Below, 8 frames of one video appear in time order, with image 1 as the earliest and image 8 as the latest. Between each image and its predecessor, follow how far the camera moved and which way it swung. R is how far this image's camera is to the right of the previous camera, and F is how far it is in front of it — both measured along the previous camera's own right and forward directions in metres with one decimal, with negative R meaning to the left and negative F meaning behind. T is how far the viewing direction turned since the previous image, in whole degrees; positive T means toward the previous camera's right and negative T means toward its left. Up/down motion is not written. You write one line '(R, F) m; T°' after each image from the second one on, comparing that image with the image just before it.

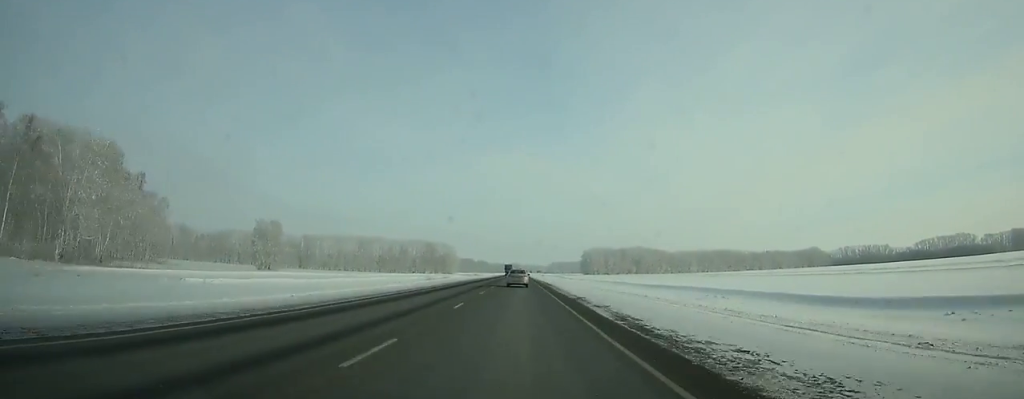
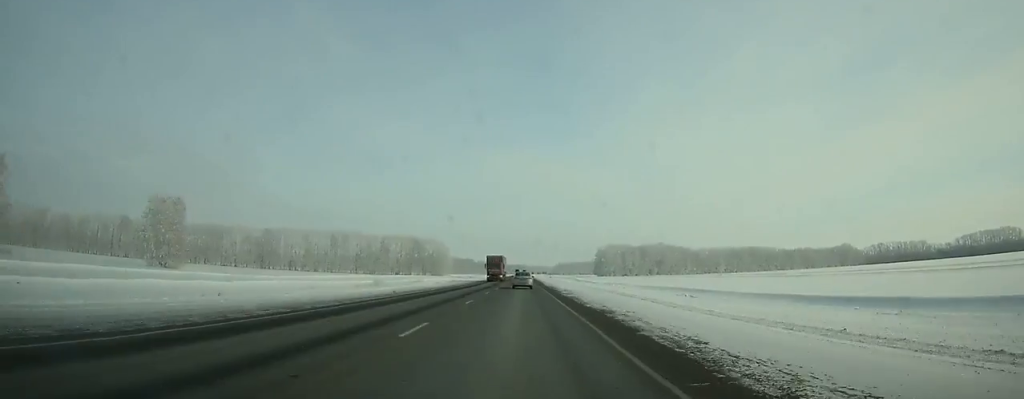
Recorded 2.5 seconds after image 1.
(-0.1, +72.4) m; 0°
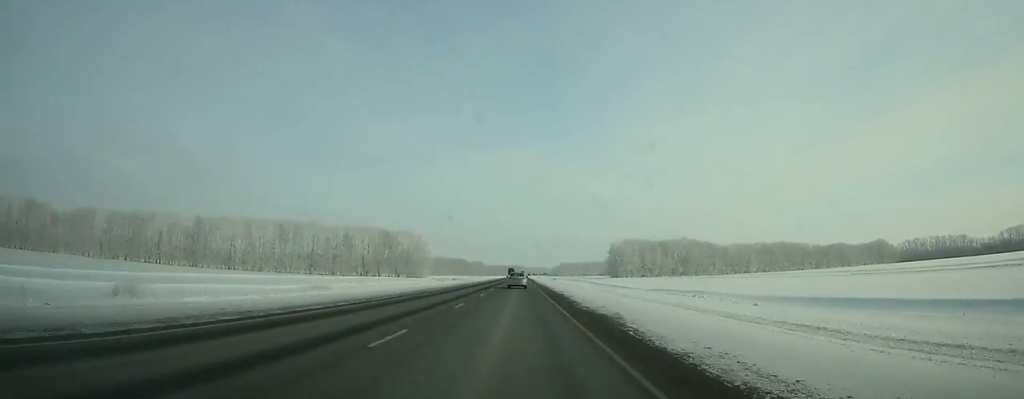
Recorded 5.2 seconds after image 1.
(0.0, +76.0) m; 0°
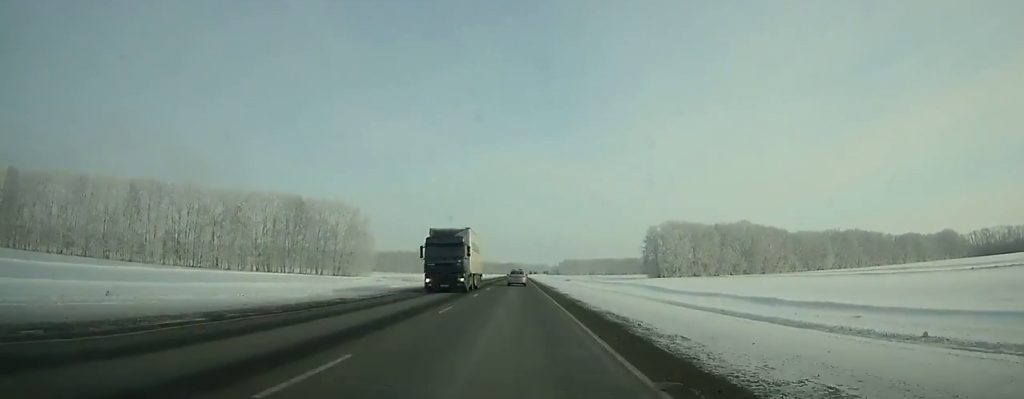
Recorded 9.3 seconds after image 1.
(-0.2, +112.0) m; 0°
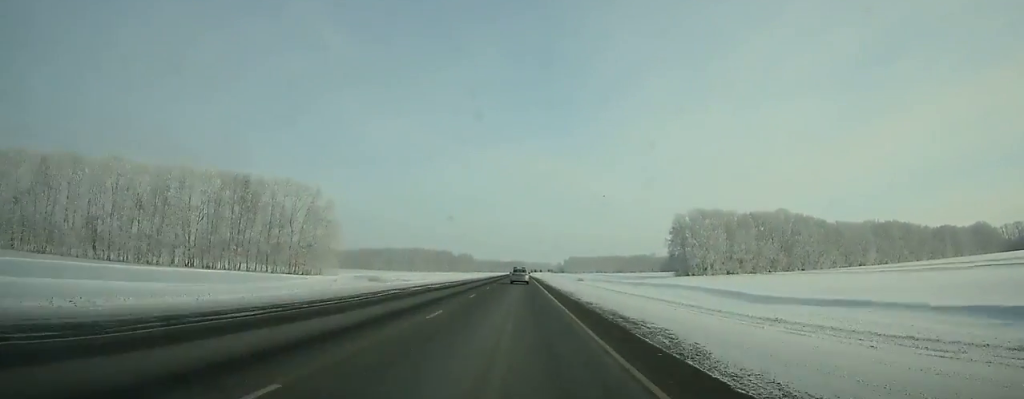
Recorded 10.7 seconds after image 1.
(-0.1, +37.7) m; 0°
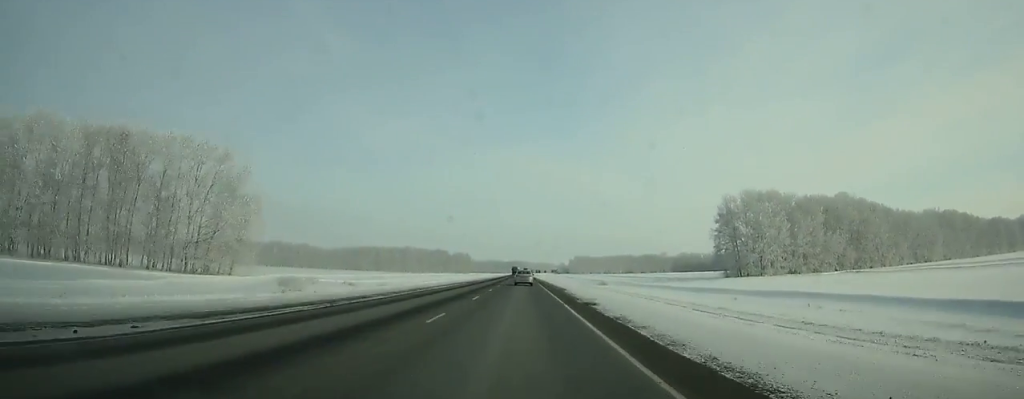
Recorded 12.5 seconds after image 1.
(+0.1, +47.9) m; 0°
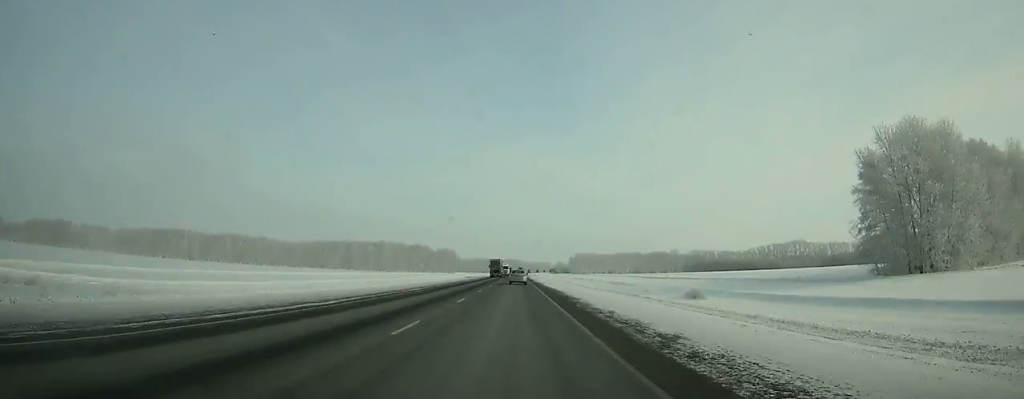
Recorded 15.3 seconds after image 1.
(0.0, +74.2) m; 0°
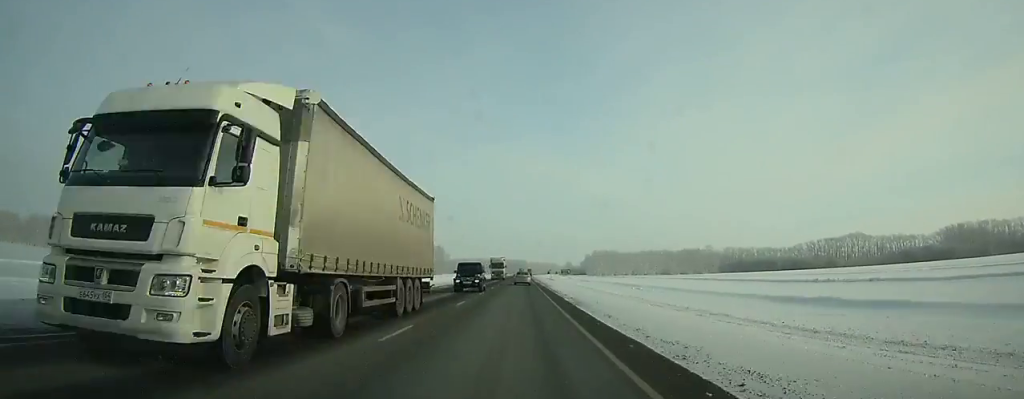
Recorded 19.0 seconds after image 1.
(-0.1, +97.9) m; 0°
